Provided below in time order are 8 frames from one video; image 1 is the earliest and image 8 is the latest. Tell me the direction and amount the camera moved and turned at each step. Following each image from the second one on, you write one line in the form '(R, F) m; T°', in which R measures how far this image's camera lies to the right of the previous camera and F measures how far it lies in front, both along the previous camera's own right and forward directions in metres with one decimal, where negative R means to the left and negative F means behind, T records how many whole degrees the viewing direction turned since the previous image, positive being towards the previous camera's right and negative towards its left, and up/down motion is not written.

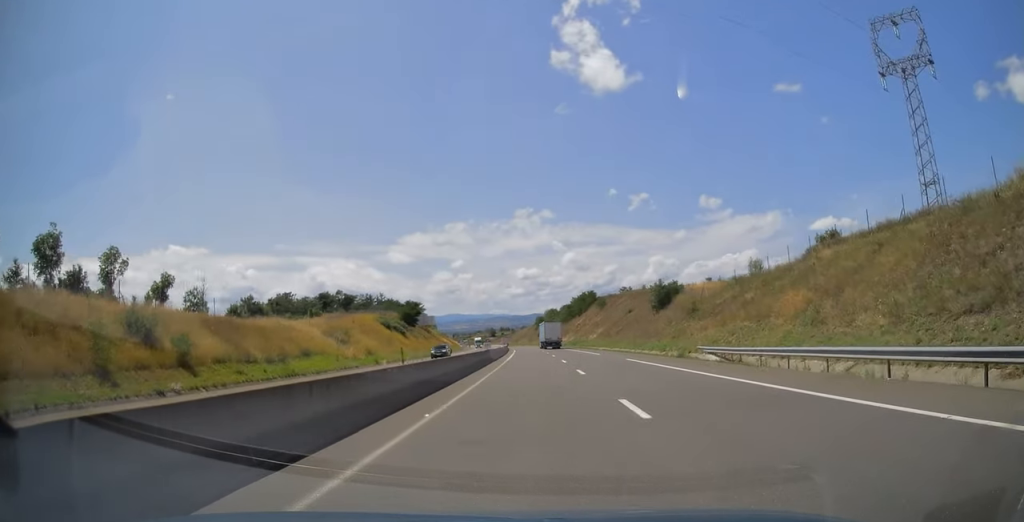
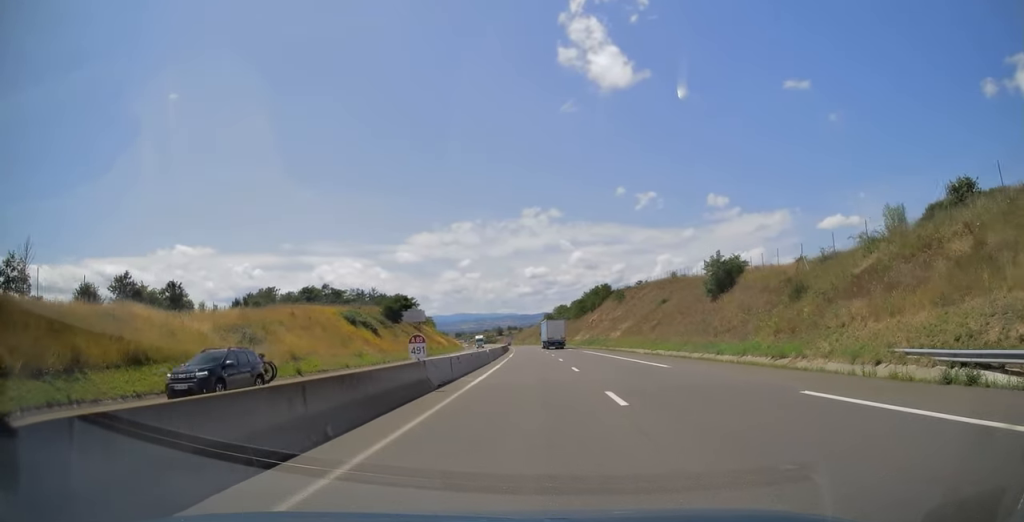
(-0.2, +24.0) m; -1°
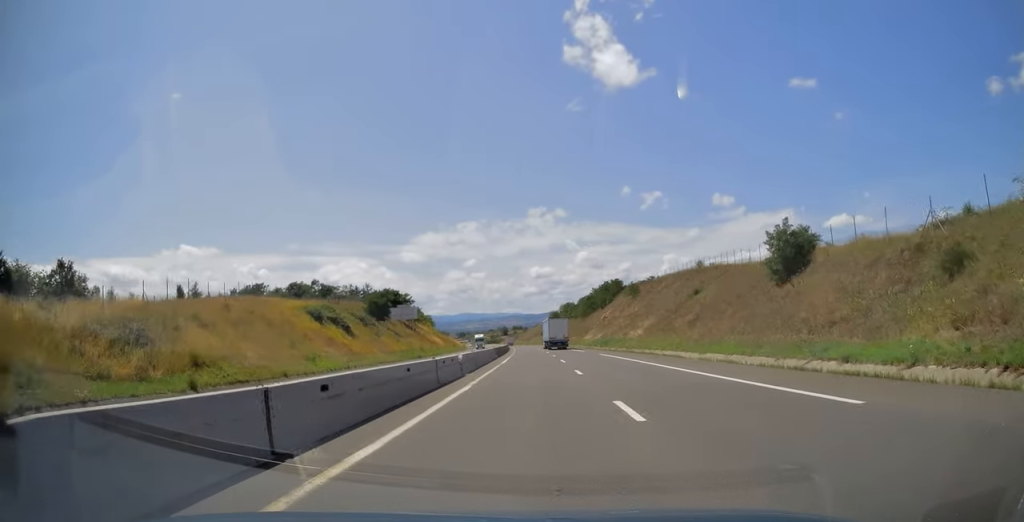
(-0.1, +15.2) m; 0°
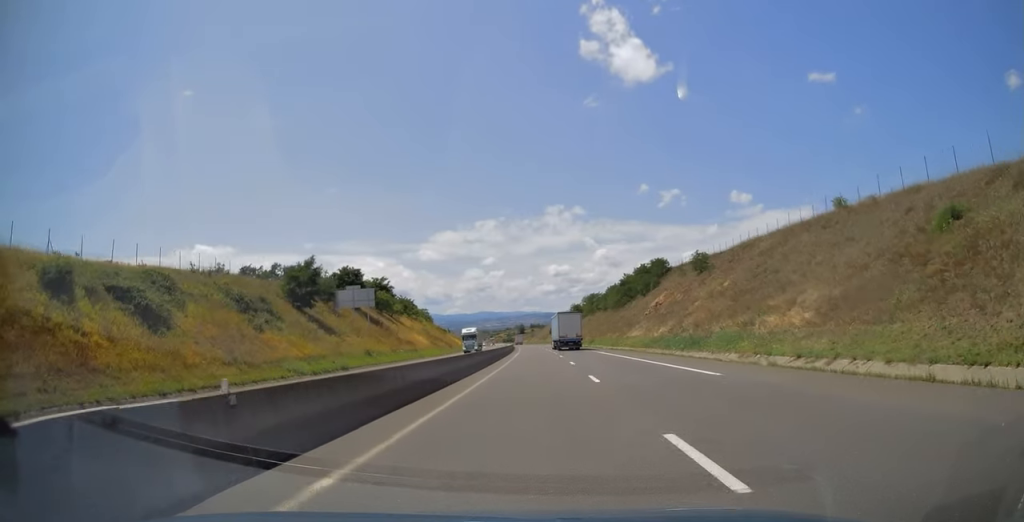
(-0.1, +43.3) m; -1°
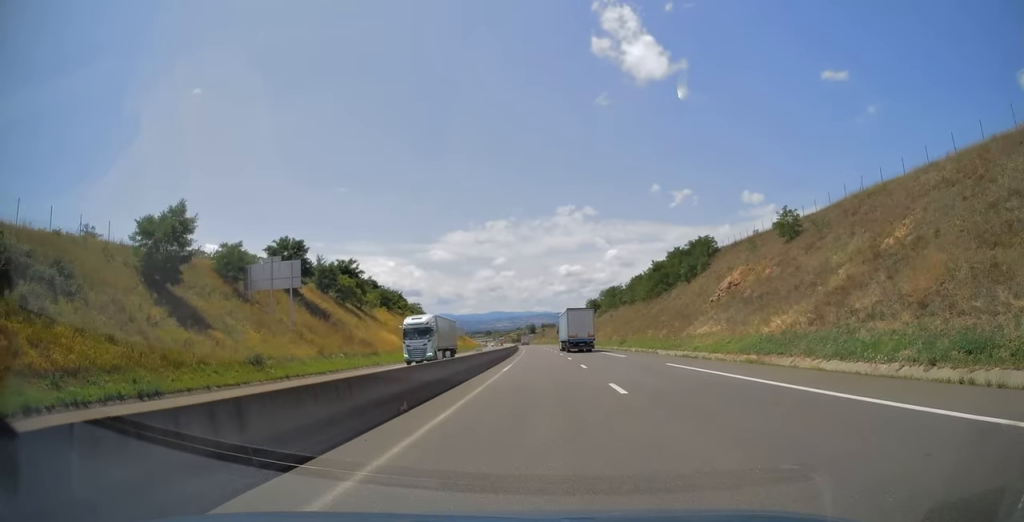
(-0.4, +29.9) m; -1°
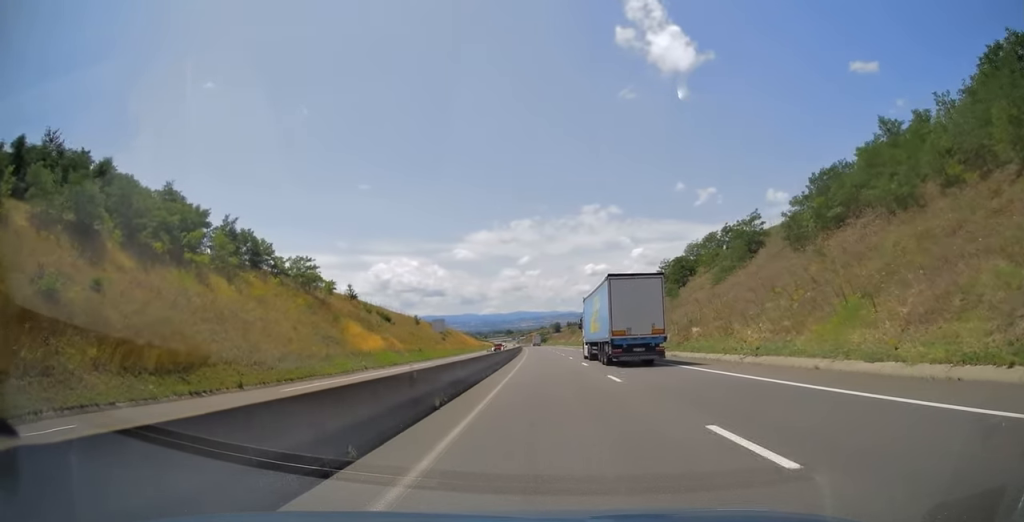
(-3.1, +99.0) m; -3°
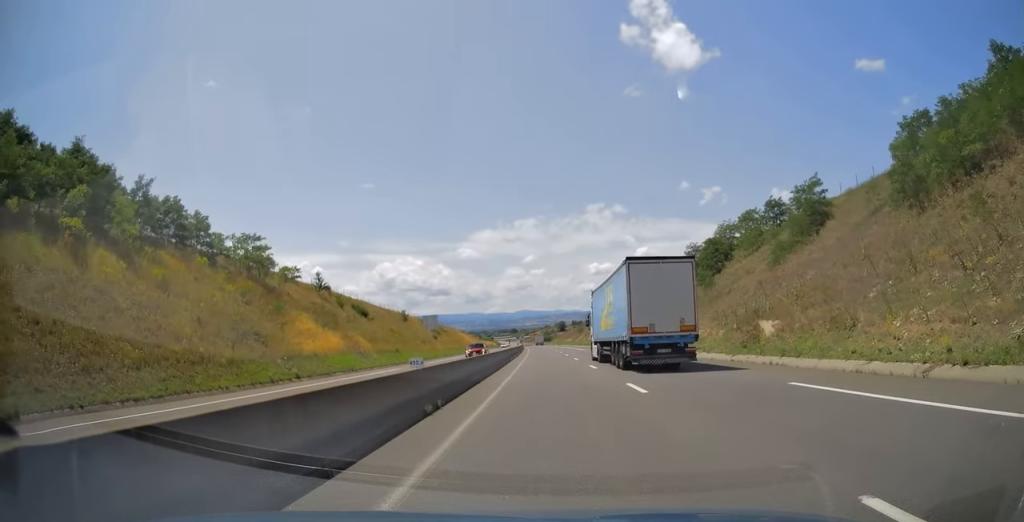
(0.0, +17.1) m; 0°
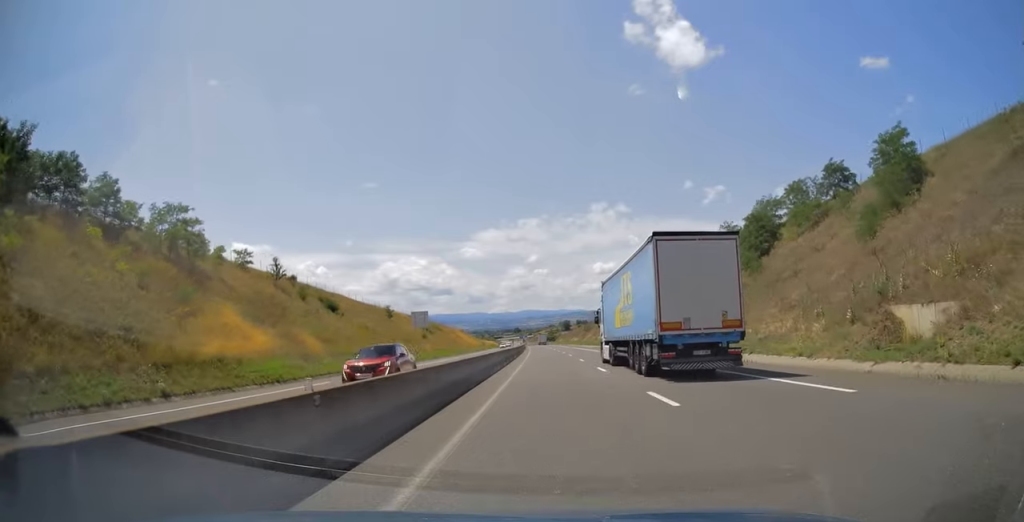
(-0.2, +15.9) m; 0°
